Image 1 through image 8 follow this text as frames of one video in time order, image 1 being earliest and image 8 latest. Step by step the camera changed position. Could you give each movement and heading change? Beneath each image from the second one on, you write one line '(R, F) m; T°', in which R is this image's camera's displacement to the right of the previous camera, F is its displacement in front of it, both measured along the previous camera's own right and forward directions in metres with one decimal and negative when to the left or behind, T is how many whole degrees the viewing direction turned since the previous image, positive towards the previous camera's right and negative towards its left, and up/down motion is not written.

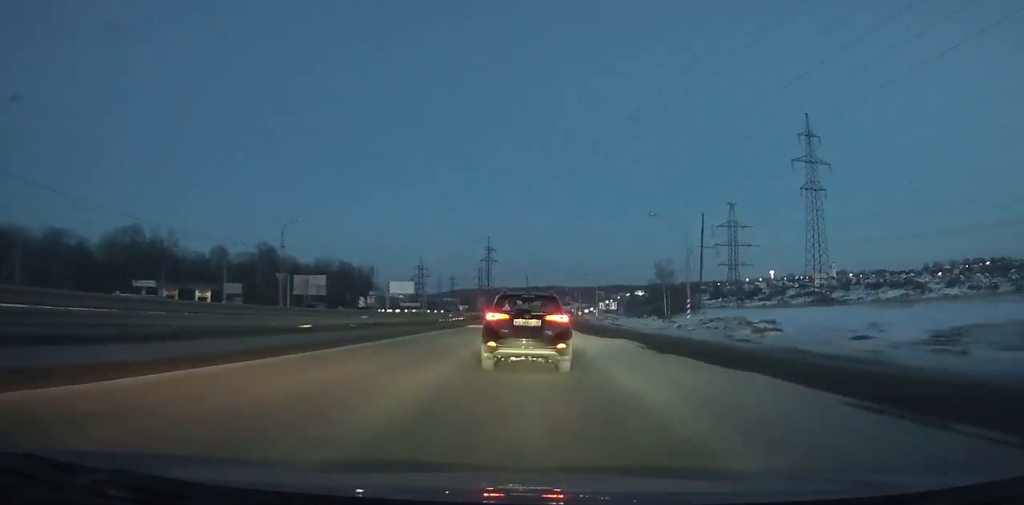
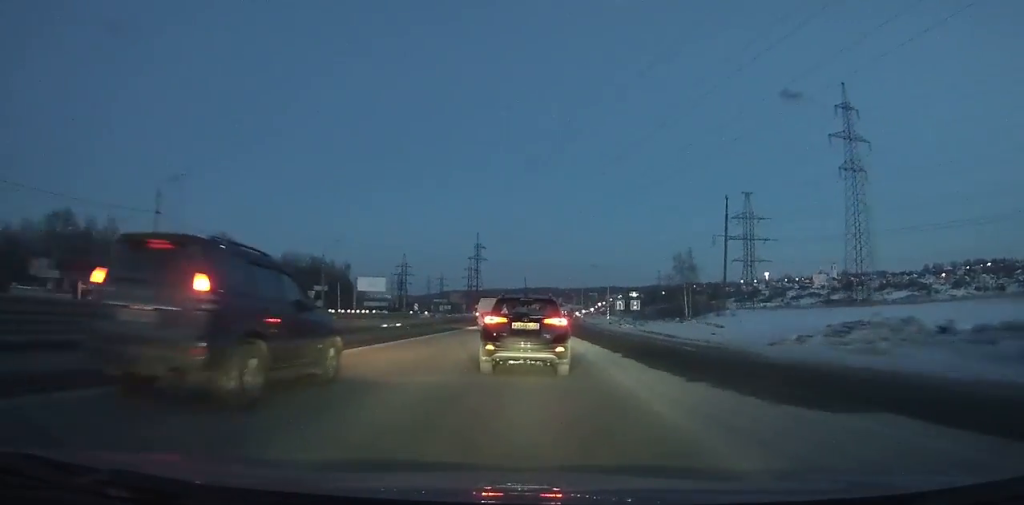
(0.0, +23.0) m; +1°
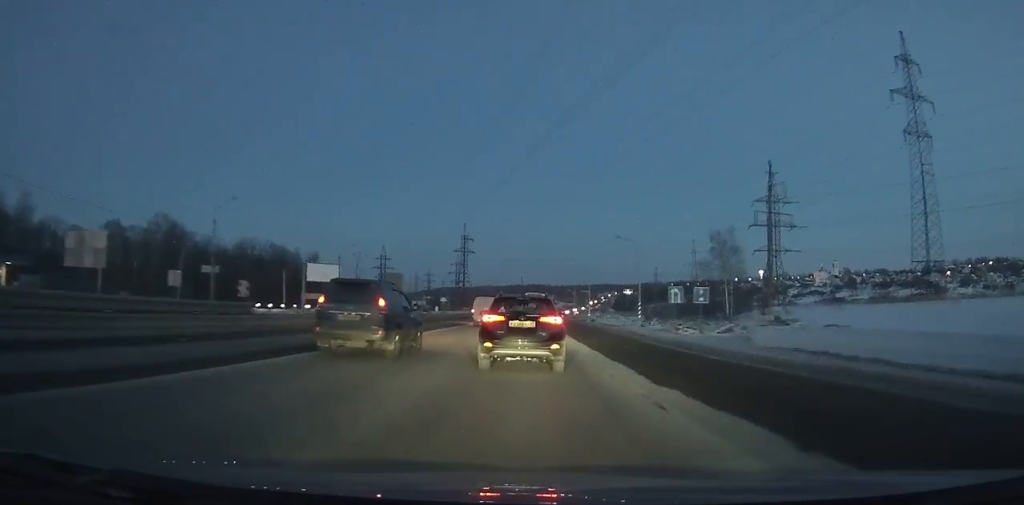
(+0.3, +26.2) m; +1°
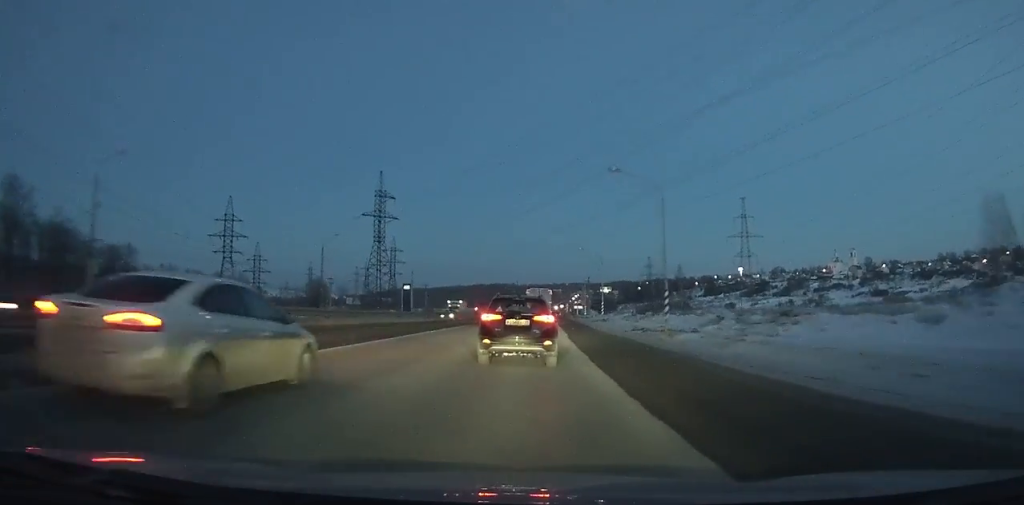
(+4.1, +116.6) m; +4°
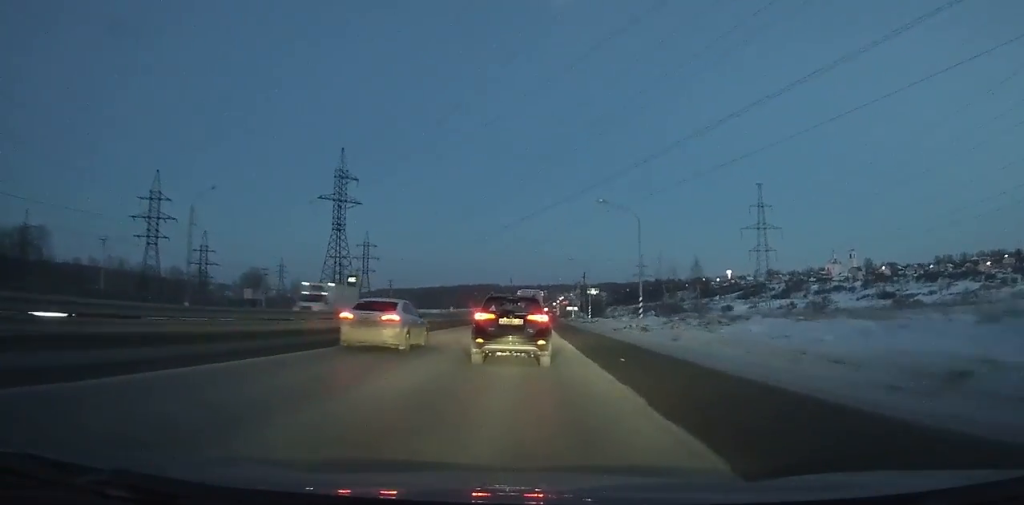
(+0.3, +26.6) m; +1°
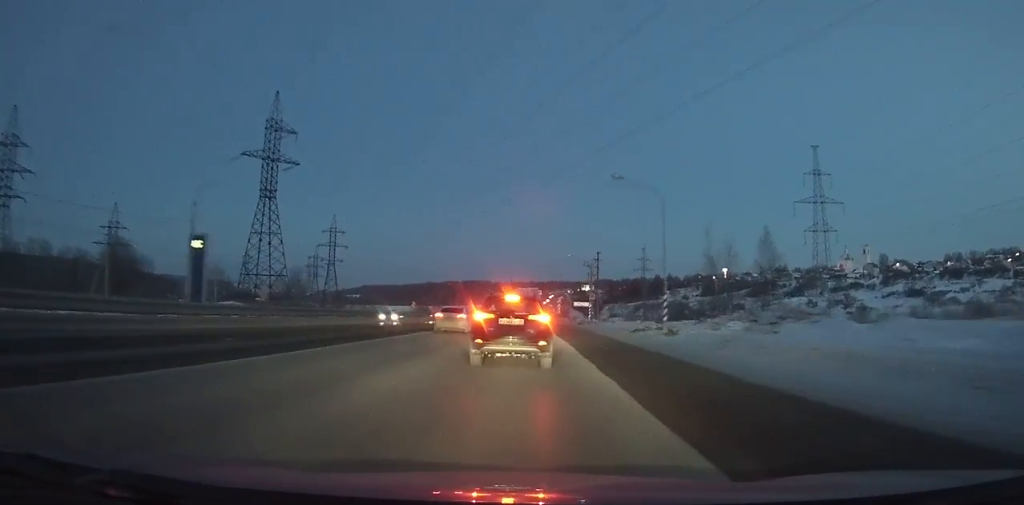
(+0.4, +39.3) m; +1°
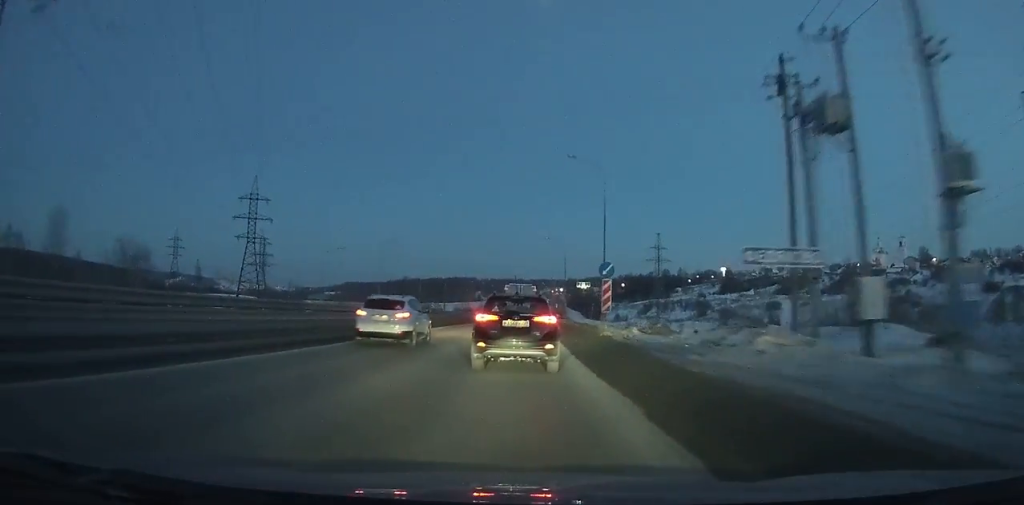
(+0.4, +73.4) m; 0°
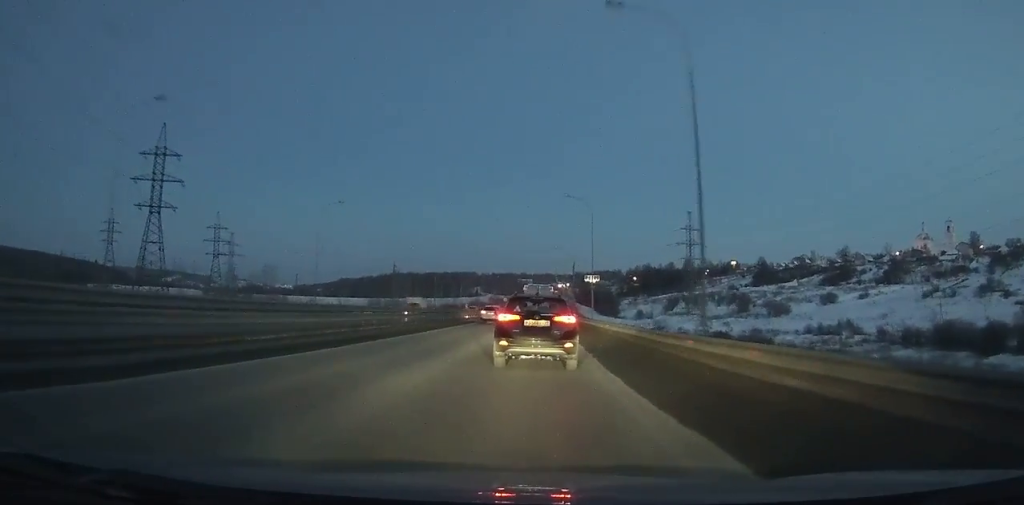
(+0.1, +59.5) m; +1°
